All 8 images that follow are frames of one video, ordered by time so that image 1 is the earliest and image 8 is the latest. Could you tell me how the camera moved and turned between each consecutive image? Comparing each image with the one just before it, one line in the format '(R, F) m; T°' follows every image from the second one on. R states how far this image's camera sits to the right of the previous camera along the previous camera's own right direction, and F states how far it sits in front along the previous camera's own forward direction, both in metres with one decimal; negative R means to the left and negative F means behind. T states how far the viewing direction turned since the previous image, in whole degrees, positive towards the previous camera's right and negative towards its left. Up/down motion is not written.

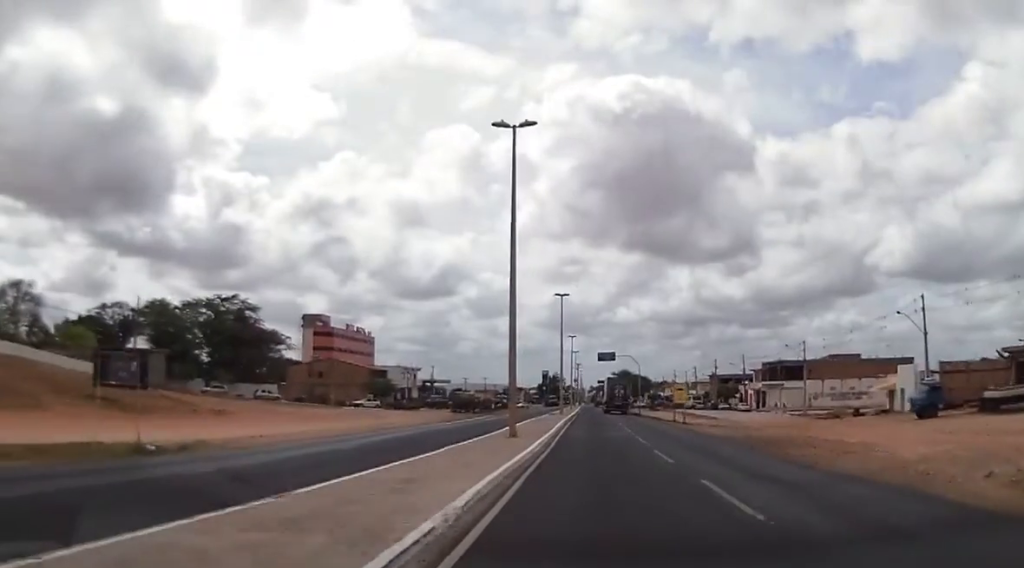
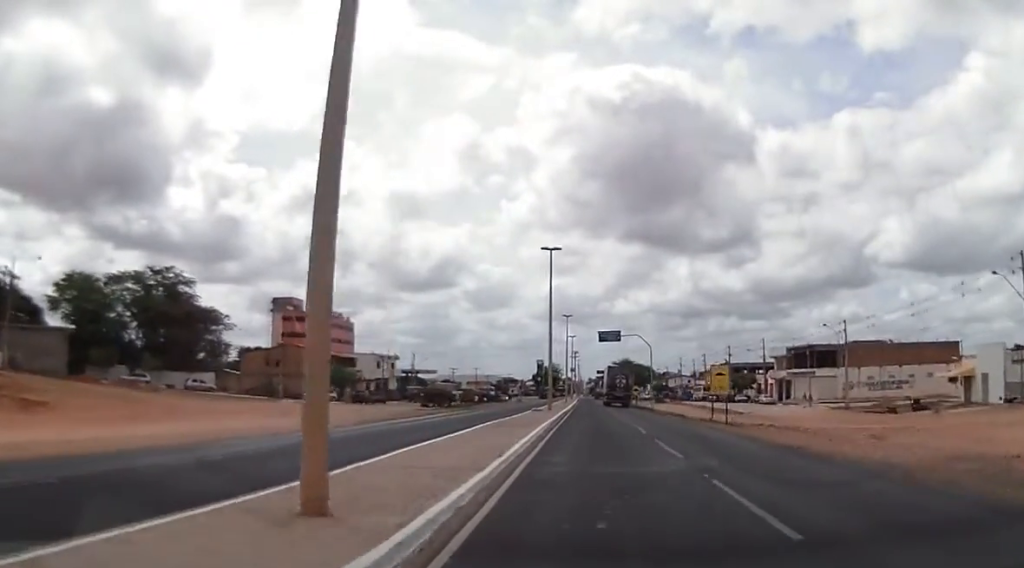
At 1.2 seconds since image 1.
(-0.1, +18.0) m; -1°
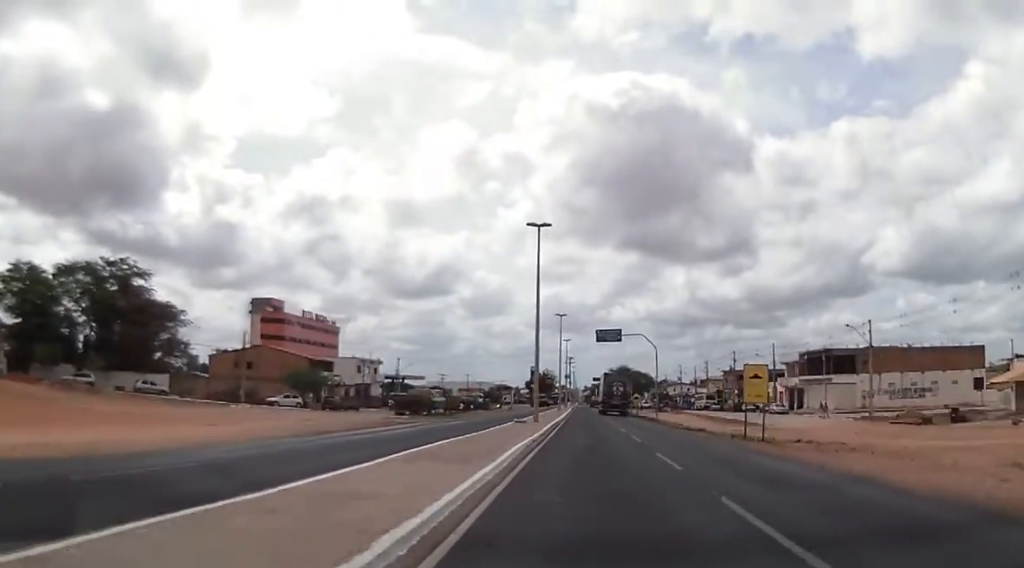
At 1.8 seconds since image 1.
(-0.1, +9.6) m; 0°
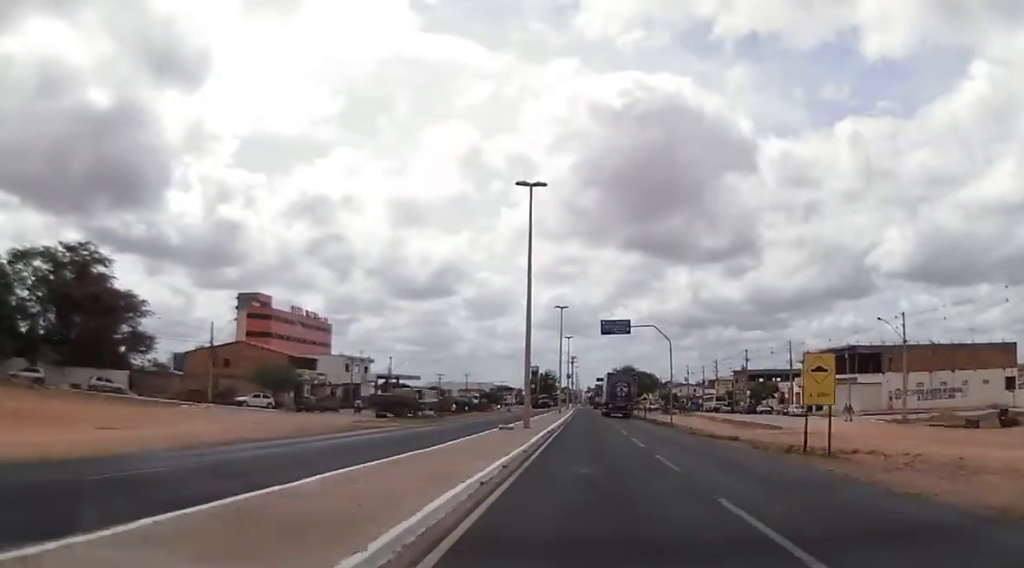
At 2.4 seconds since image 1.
(-0.1, +8.5) m; +1°
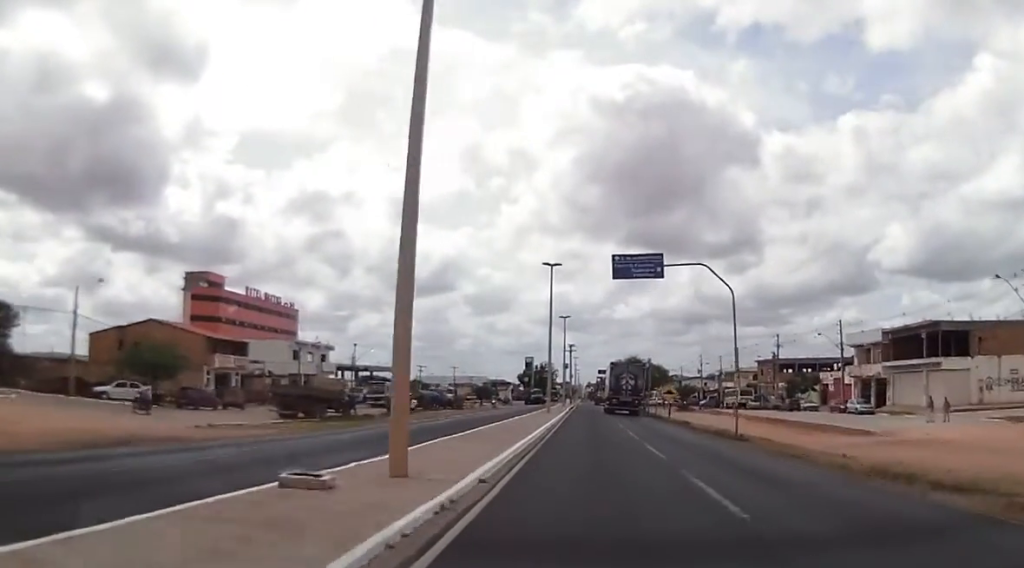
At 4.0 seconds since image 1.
(+0.5, +22.8) m; 0°
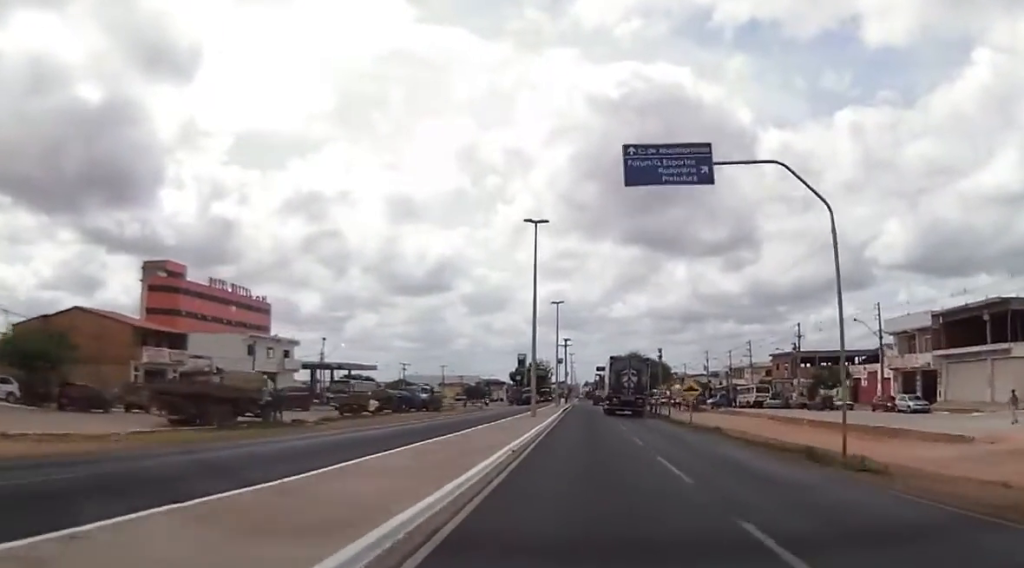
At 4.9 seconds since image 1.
(-0.3, +13.2) m; -1°
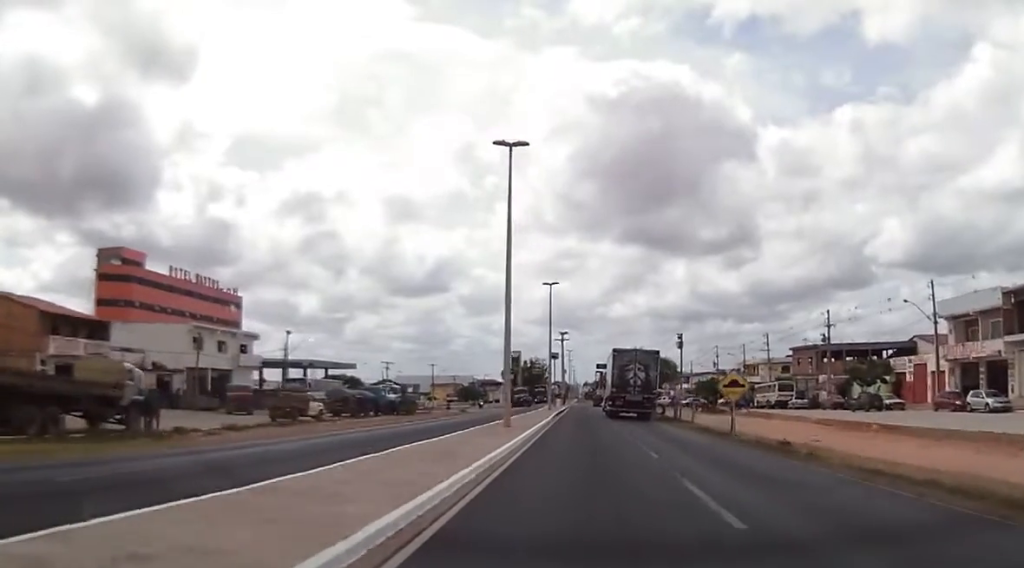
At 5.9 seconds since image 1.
(0.0, +13.1) m; +1°
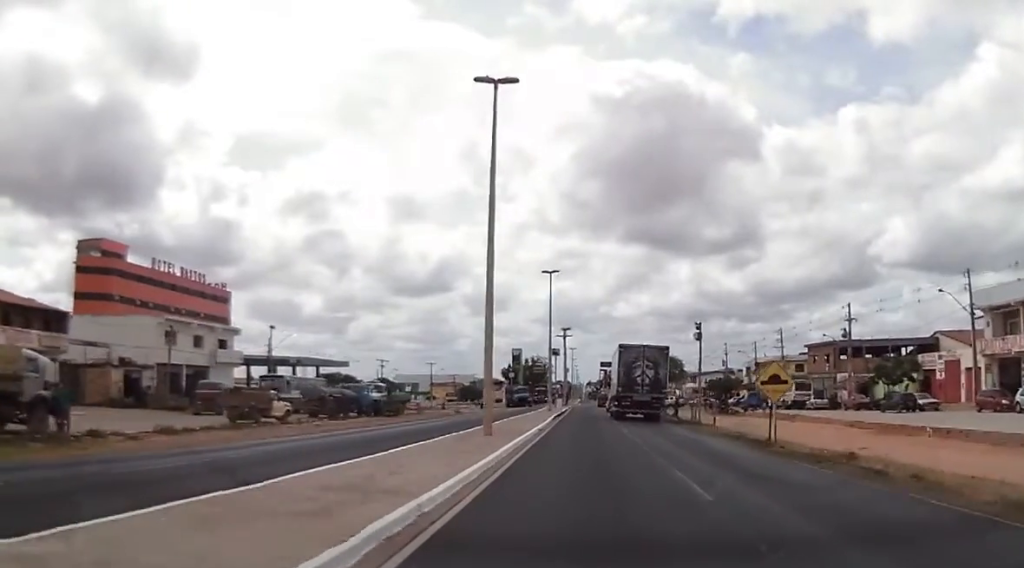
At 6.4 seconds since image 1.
(+0.4, +6.4) m; +1°
